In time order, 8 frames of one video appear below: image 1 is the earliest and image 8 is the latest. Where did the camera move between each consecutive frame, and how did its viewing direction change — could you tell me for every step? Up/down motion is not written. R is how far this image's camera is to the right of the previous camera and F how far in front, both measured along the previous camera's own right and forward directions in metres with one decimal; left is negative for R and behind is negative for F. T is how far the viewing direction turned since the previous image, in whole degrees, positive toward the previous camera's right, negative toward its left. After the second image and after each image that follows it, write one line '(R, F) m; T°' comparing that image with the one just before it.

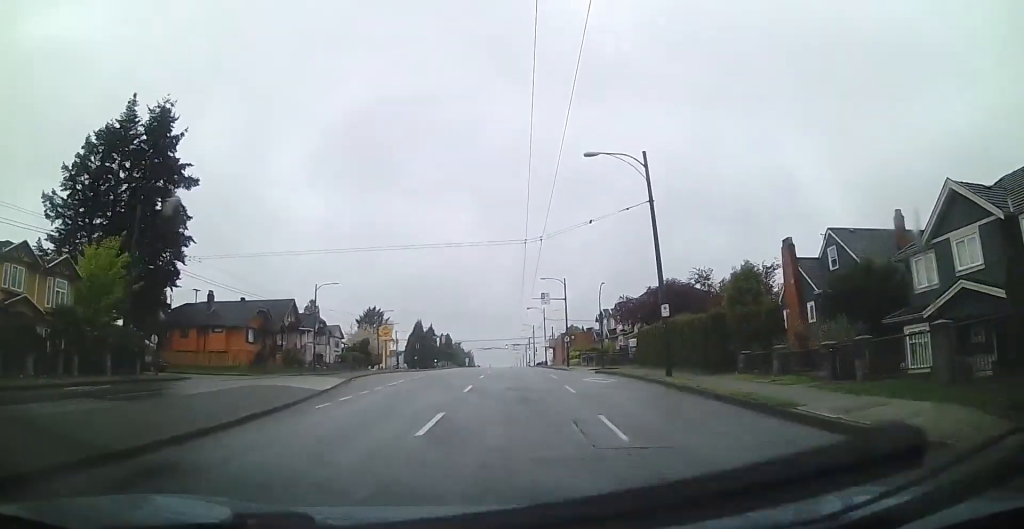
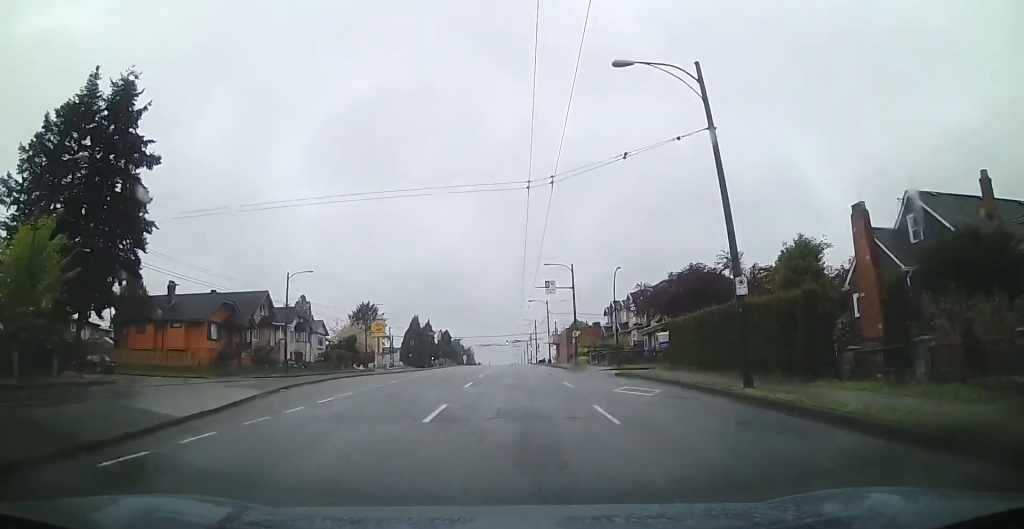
(0.0, +8.2) m; 0°
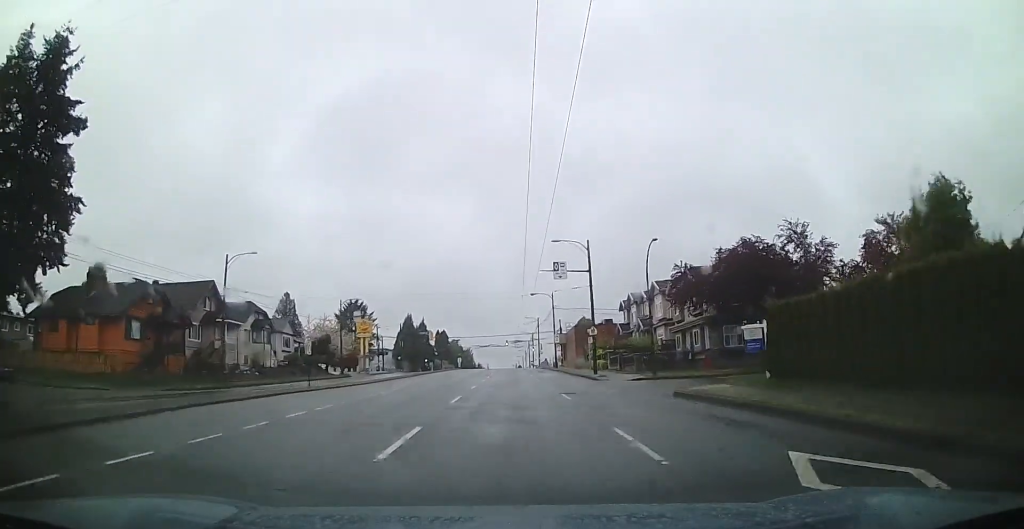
(-0.1, +12.3) m; +1°
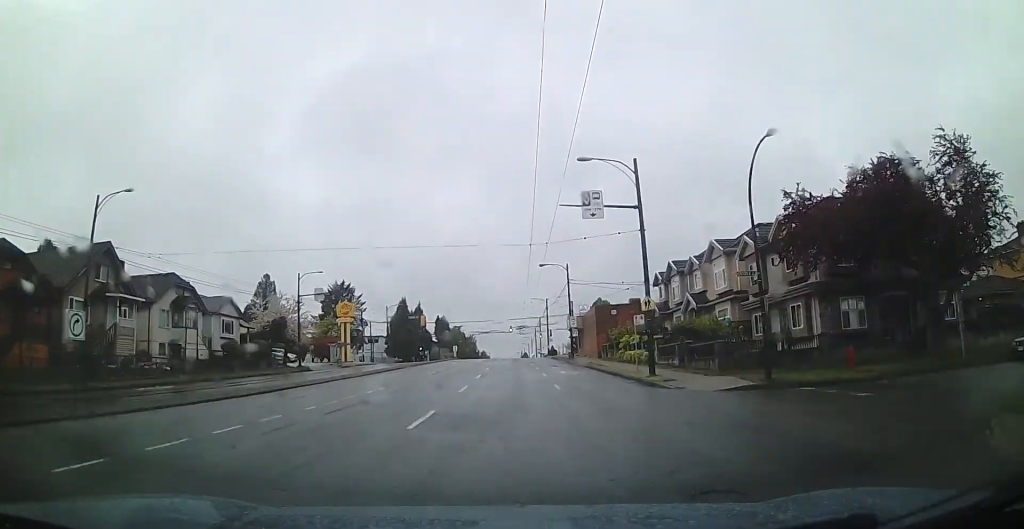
(+0.4, +15.8) m; +2°
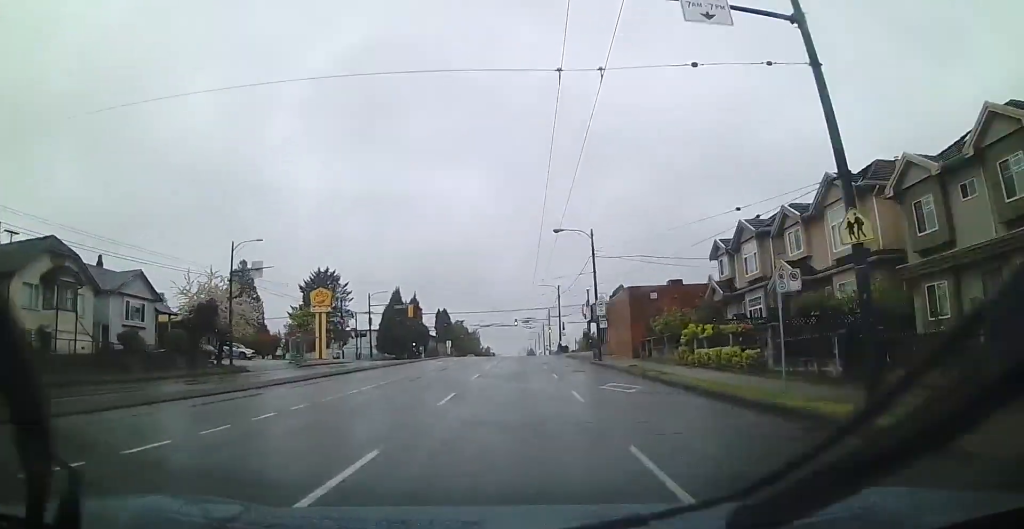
(+0.1, +14.9) m; +2°
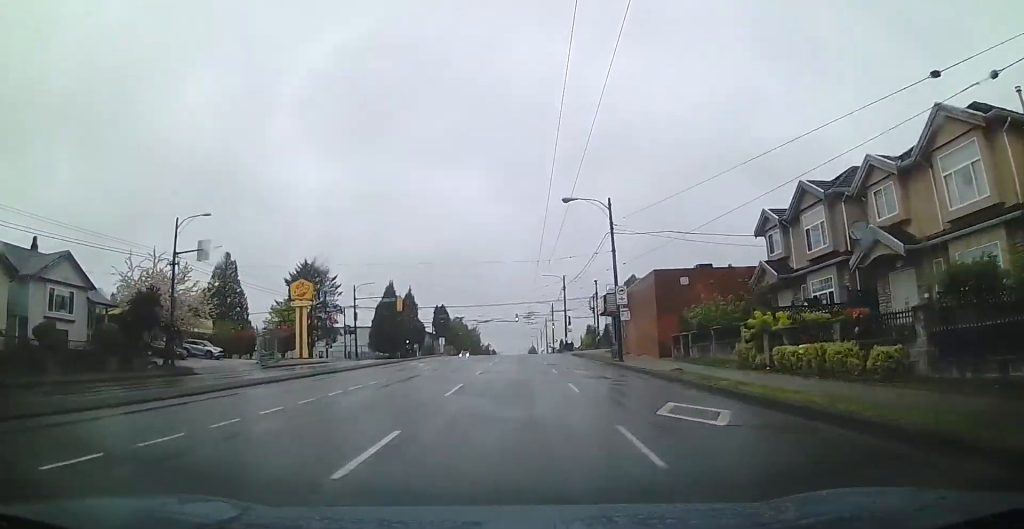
(-0.1, +7.7) m; +1°
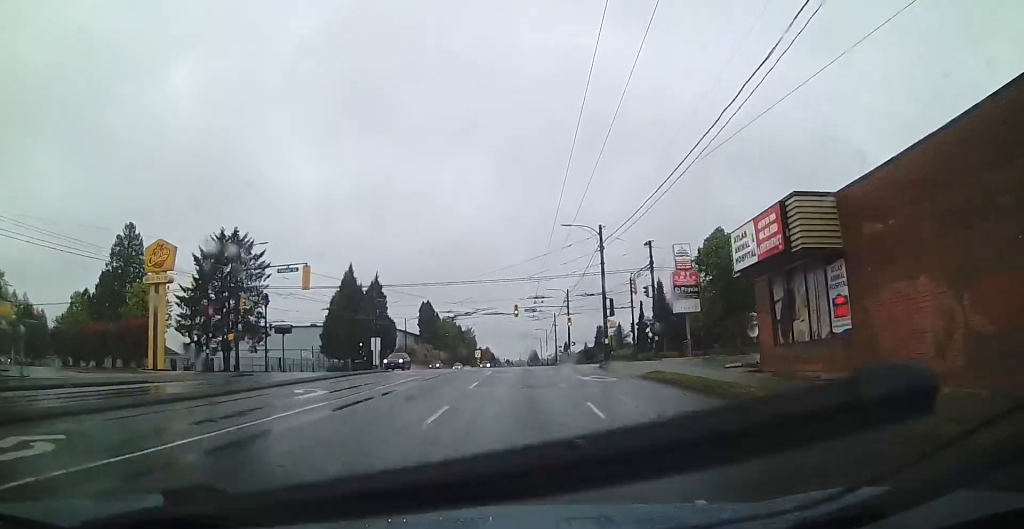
(+0.2, +30.6) m; -1°
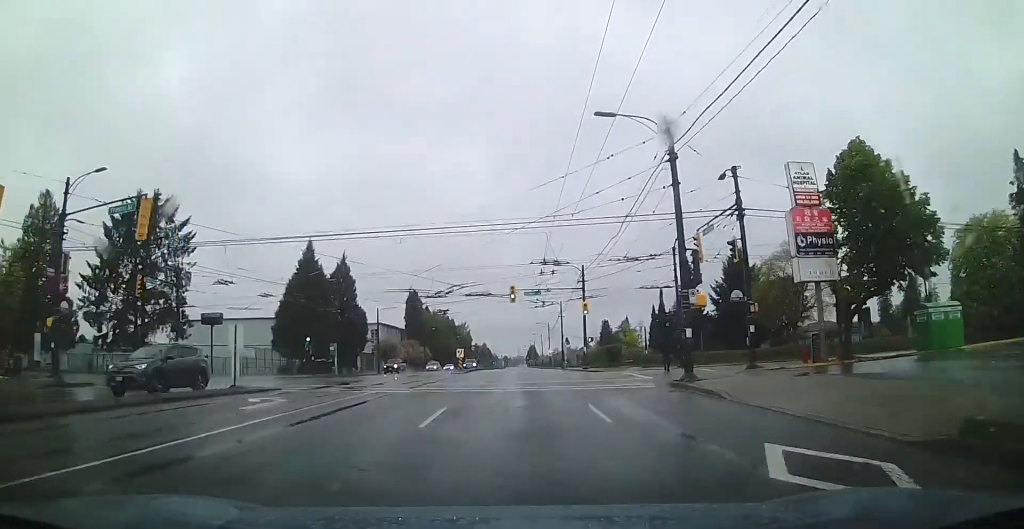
(-0.2, +18.2) m; -1°
